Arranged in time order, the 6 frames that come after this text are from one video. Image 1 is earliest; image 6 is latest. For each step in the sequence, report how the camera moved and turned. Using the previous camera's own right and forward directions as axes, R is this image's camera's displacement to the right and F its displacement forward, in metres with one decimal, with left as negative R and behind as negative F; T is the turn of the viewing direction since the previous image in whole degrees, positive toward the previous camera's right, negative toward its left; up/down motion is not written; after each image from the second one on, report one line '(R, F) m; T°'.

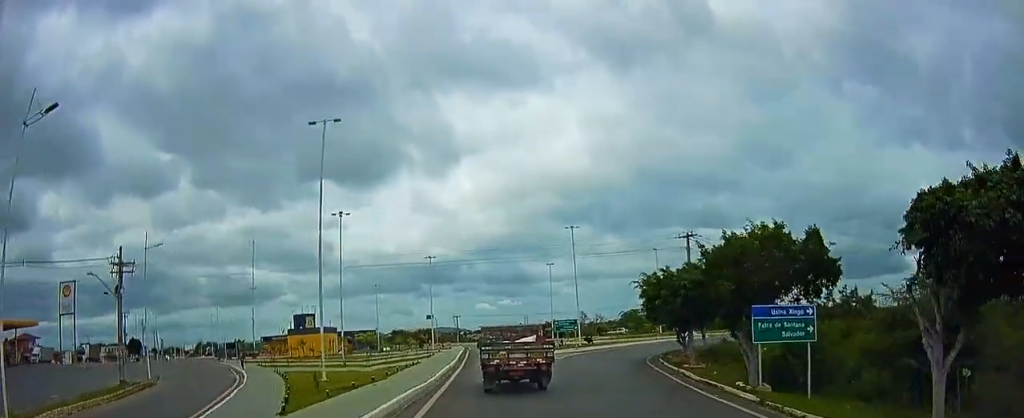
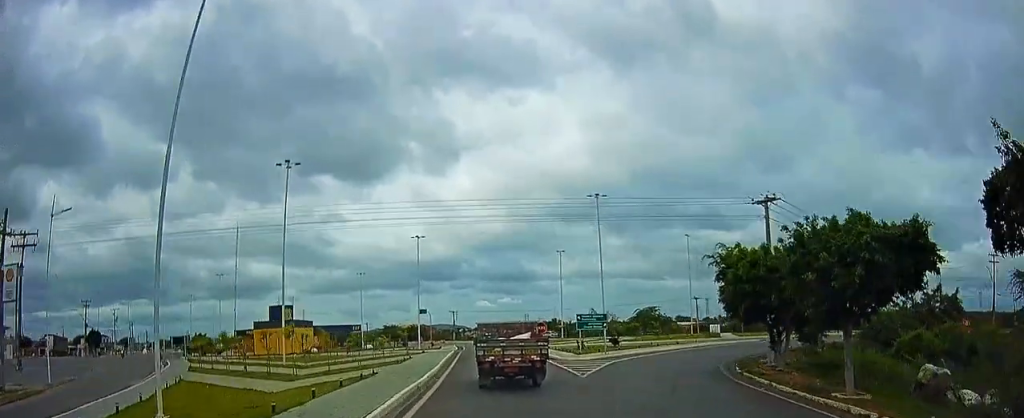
(-0.4, +14.2) m; 0°
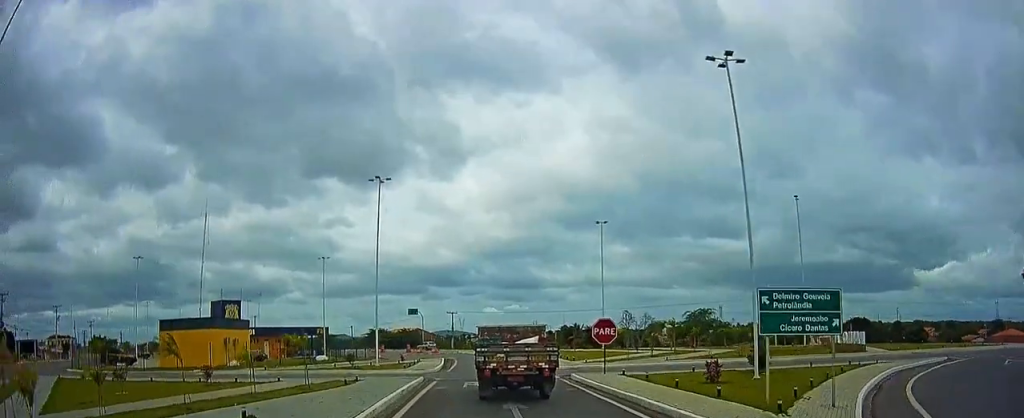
(+1.0, +26.7) m; 0°
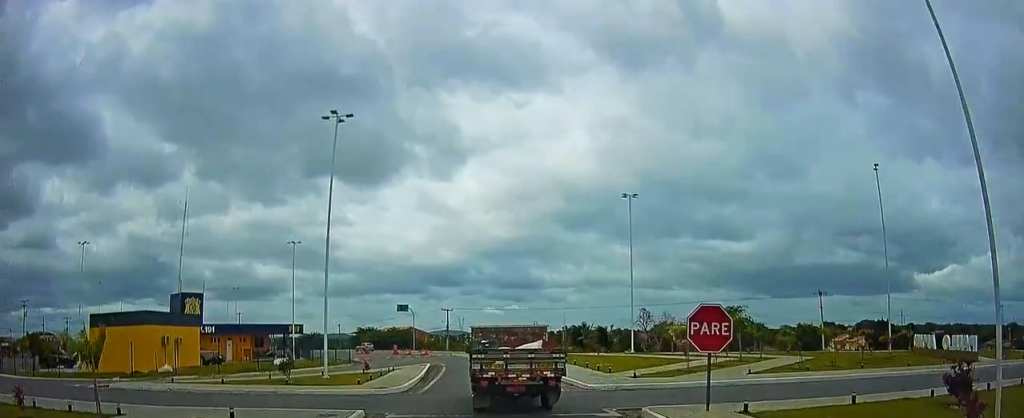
(+0.3, +13.2) m; +1°
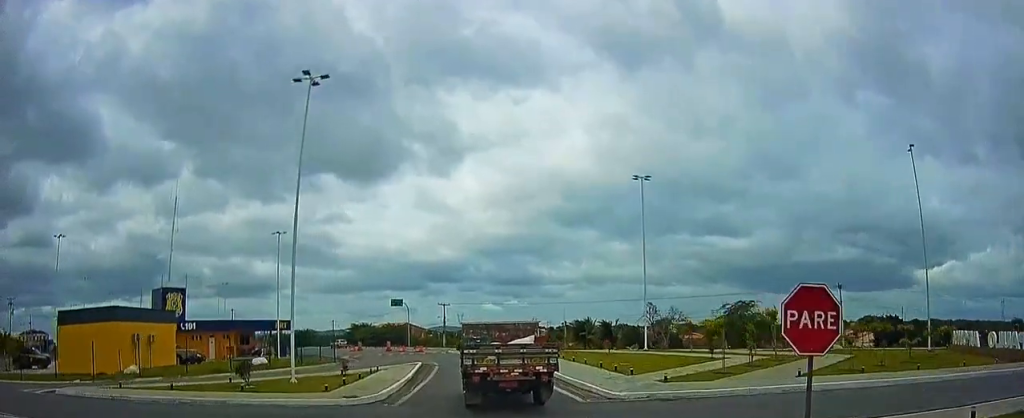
(-0.2, +5.1) m; -1°
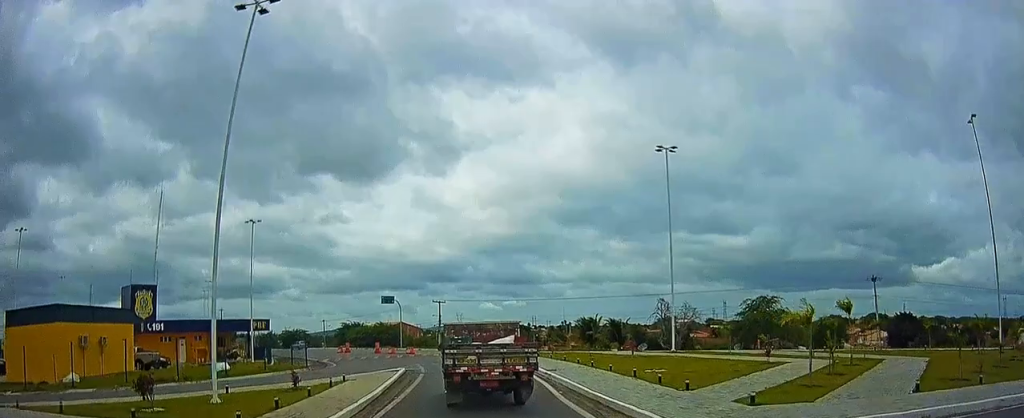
(-0.3, +7.5) m; -2°
